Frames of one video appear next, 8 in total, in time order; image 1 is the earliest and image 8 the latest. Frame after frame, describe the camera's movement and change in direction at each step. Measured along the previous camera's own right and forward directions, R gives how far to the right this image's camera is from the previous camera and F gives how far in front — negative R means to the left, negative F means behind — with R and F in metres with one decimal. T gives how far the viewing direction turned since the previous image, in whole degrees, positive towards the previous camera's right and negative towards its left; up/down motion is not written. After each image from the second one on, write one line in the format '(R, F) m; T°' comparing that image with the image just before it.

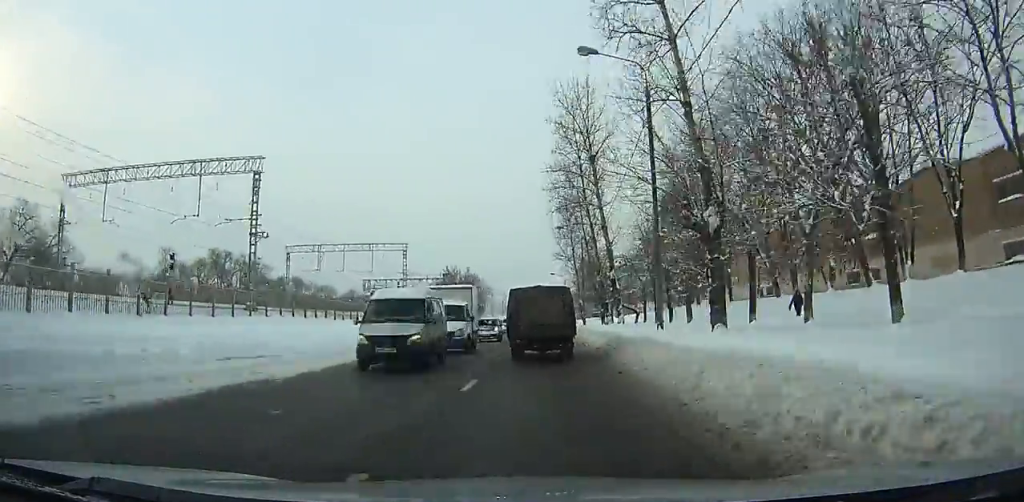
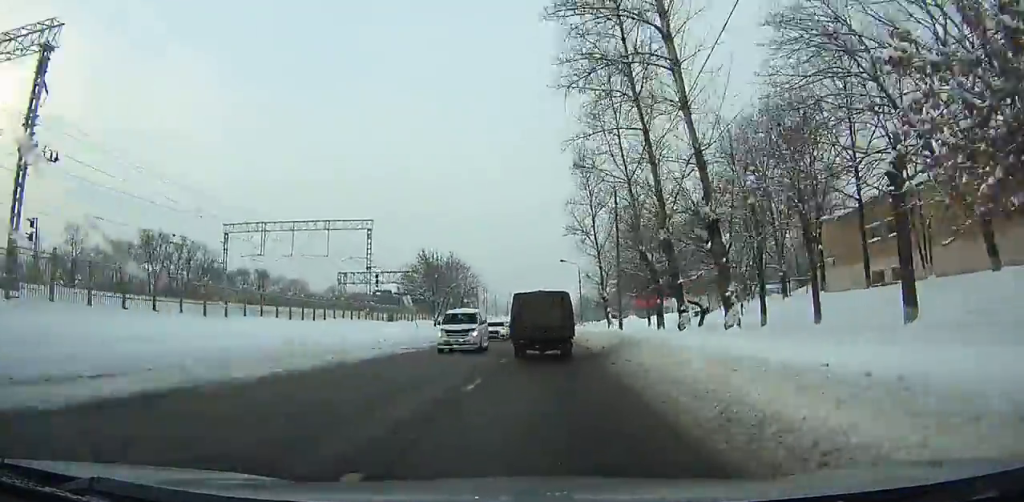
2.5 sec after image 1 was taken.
(+0.1, +25.0) m; -1°
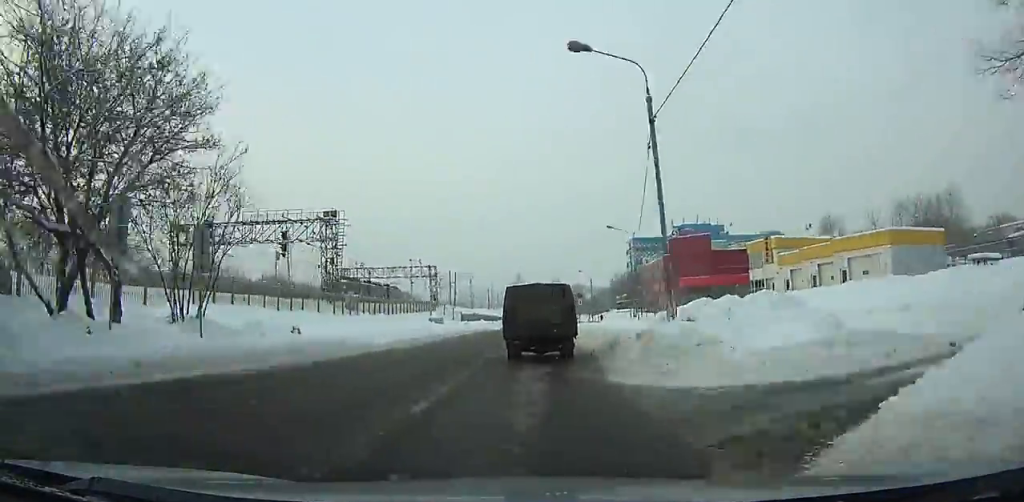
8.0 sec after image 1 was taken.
(-0.7, +57.0) m; -1°
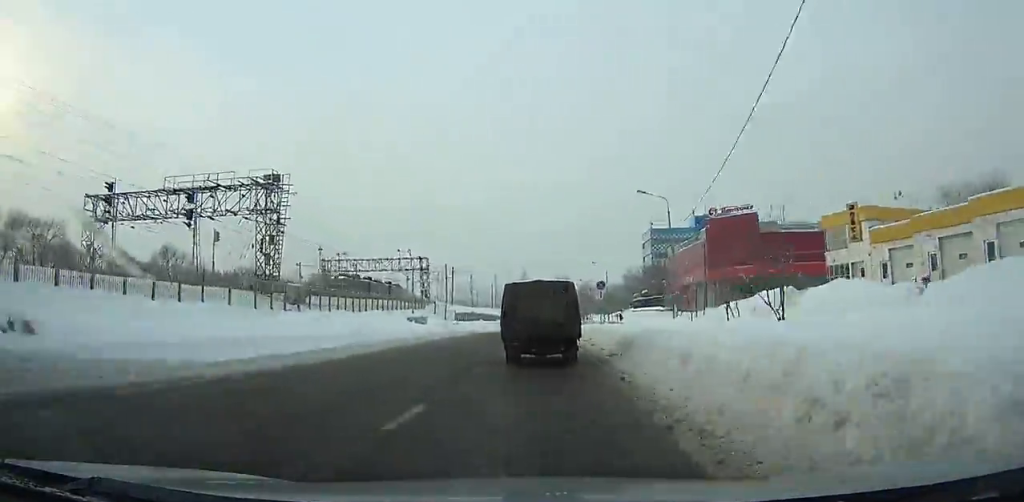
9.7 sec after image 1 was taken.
(0.0, +17.2) m; 0°
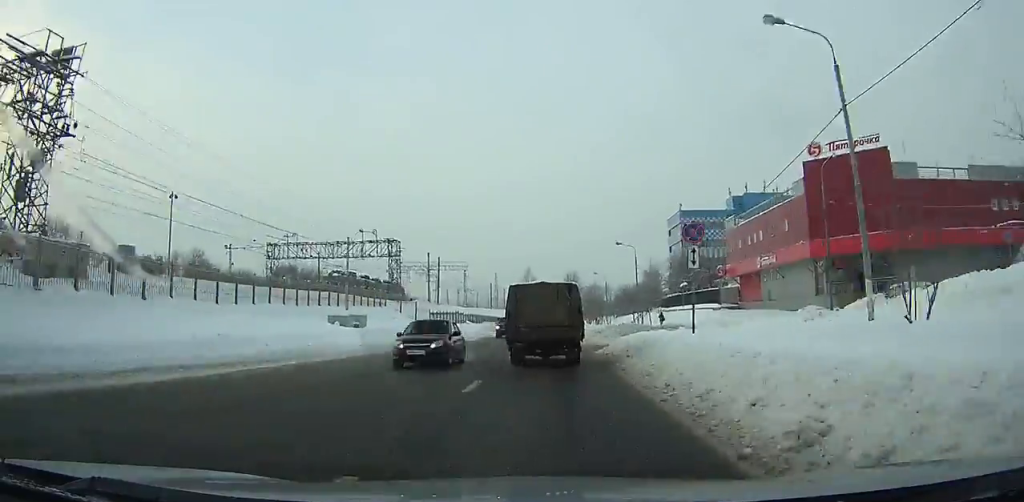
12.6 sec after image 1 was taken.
(0.0, +28.6) m; 0°
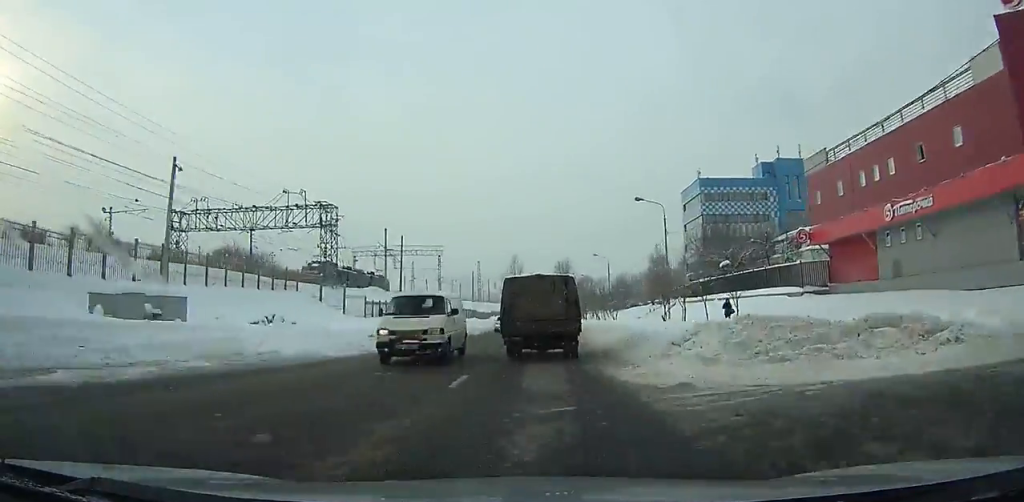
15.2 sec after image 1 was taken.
(+0.1, +24.9) m; +1°
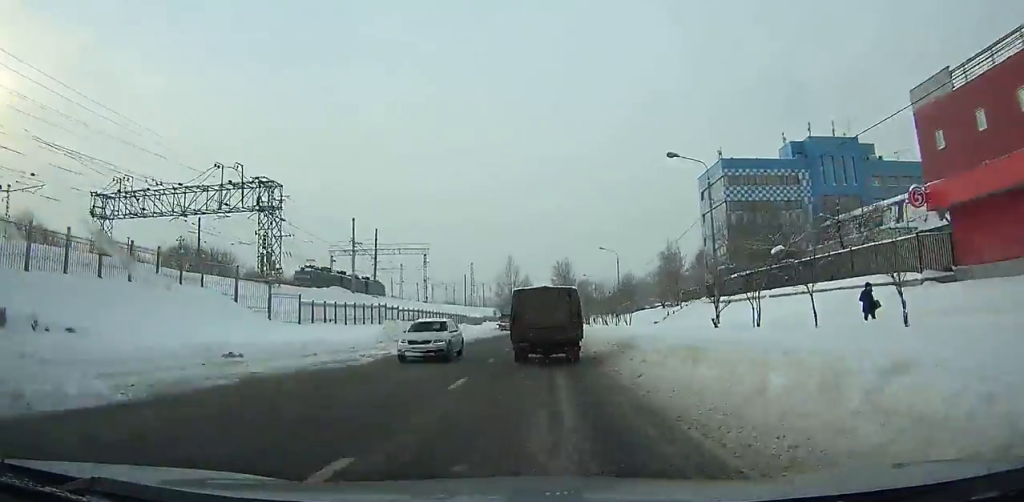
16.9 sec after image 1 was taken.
(+0.2, +16.0) m; 0°
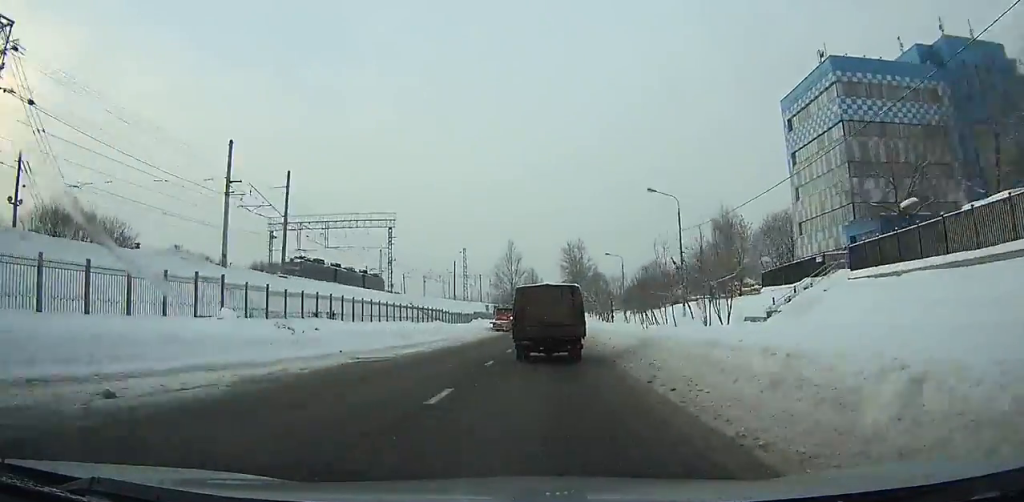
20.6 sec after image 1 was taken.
(-0.1, +34.7) m; 0°
